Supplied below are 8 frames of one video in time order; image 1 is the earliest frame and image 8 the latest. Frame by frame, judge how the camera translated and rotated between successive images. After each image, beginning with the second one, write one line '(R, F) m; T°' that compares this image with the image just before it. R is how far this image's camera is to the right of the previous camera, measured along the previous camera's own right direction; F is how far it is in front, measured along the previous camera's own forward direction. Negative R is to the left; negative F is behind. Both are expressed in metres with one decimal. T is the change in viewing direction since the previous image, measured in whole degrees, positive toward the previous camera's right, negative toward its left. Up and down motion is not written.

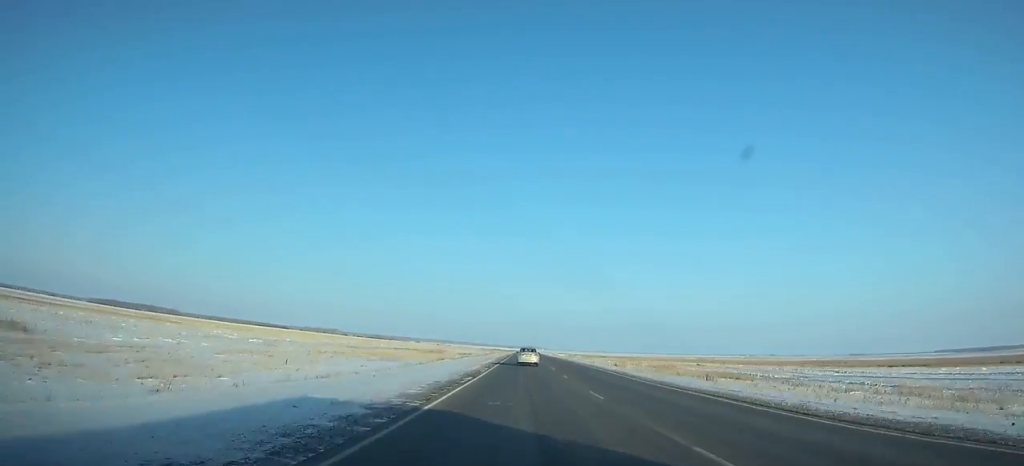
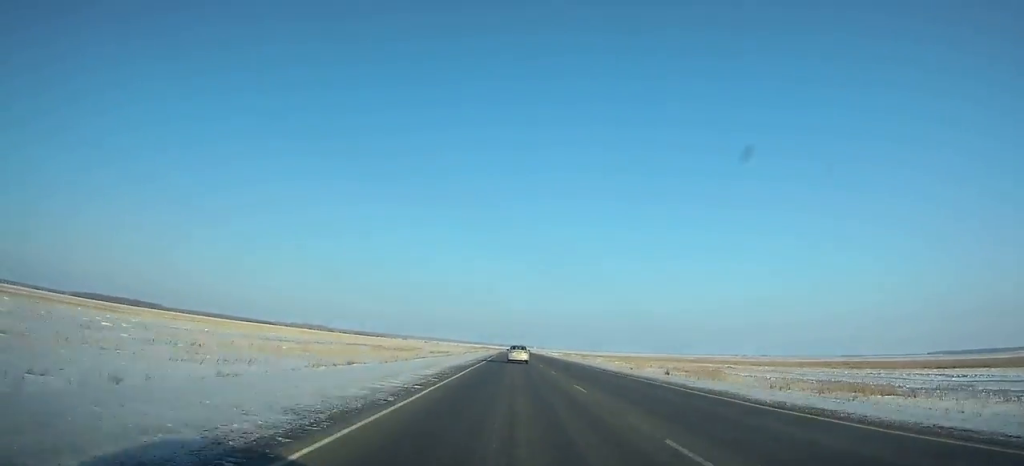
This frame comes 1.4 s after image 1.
(0.0, +35.5) m; 0°
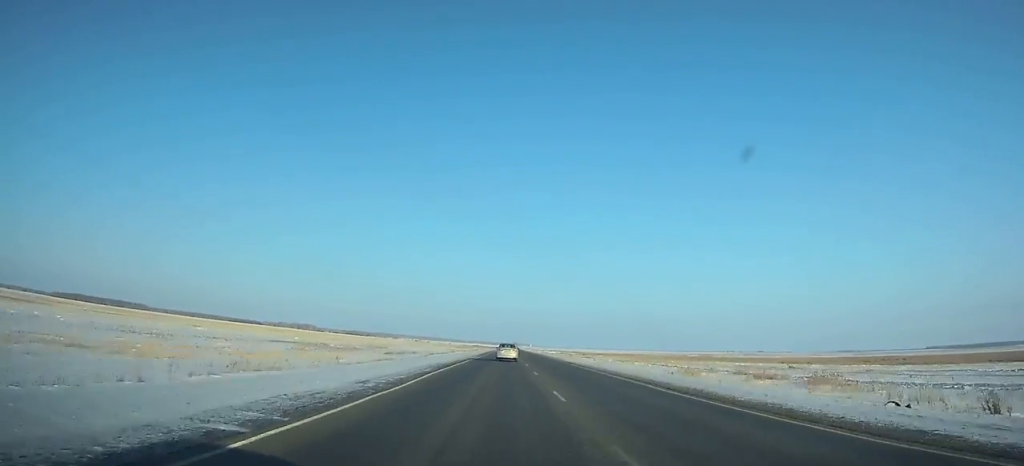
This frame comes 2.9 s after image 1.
(+0.3, +38.4) m; 0°
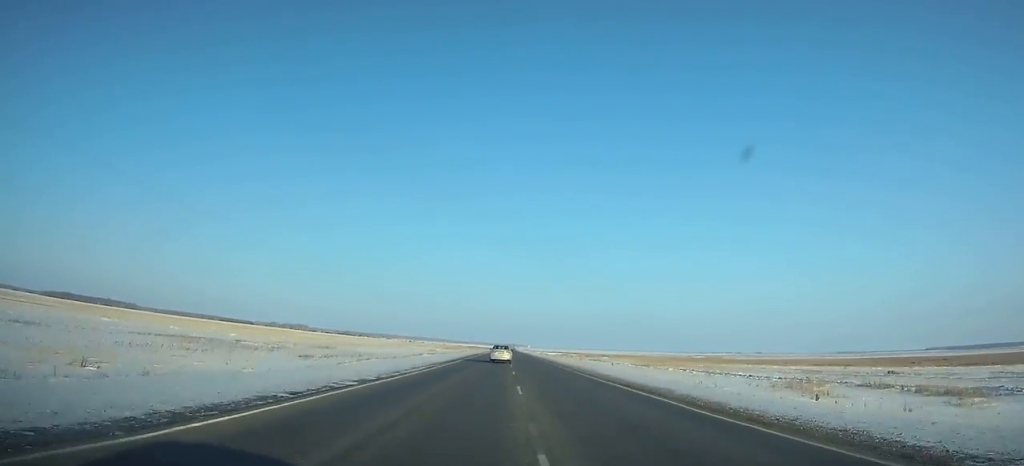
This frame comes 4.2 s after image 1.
(+0.3, +33.5) m; 0°
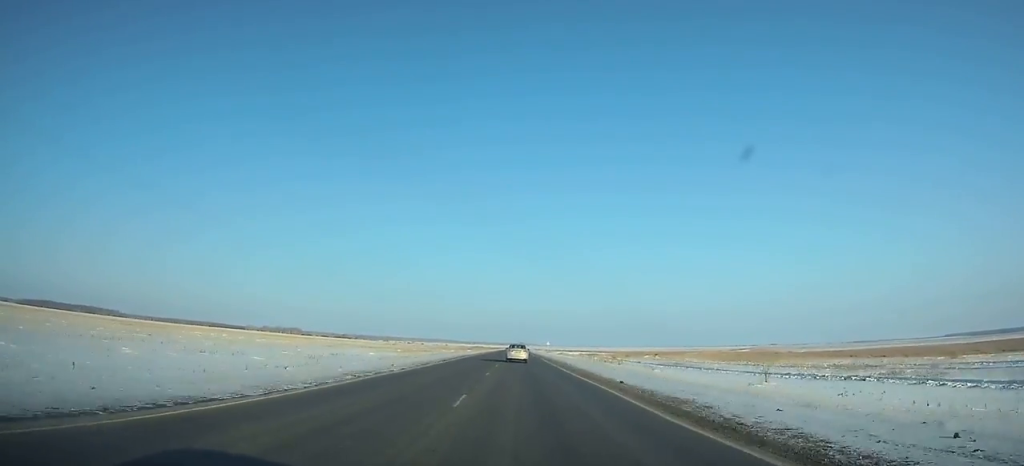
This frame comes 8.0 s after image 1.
(-0.1, +98.5) m; 0°
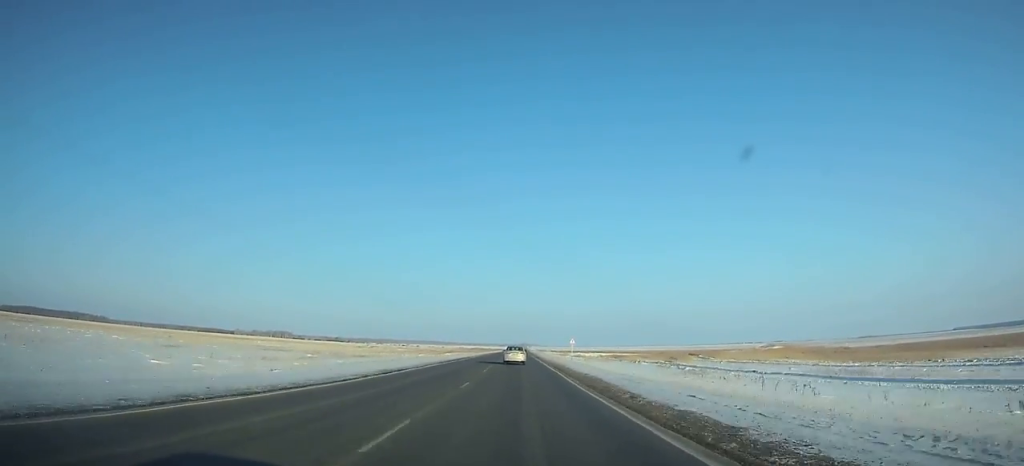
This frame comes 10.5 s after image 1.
(0.0, +64.9) m; -1°
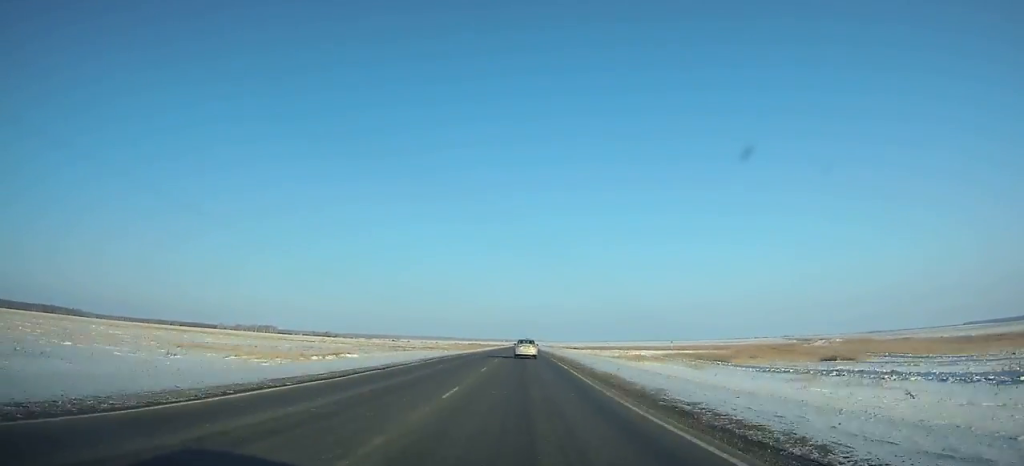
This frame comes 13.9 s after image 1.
(-0.8, +87.9) m; 0°
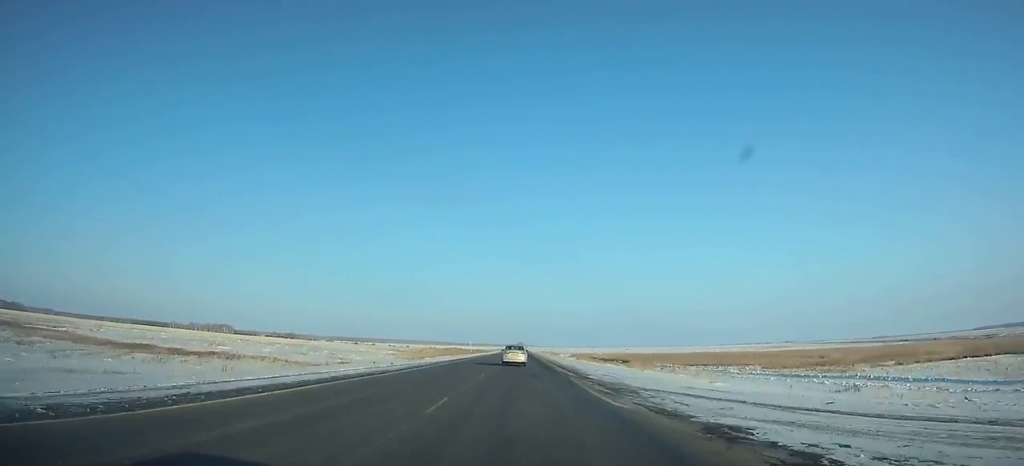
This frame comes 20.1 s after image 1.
(+1.7, +158.1) m; +1°
